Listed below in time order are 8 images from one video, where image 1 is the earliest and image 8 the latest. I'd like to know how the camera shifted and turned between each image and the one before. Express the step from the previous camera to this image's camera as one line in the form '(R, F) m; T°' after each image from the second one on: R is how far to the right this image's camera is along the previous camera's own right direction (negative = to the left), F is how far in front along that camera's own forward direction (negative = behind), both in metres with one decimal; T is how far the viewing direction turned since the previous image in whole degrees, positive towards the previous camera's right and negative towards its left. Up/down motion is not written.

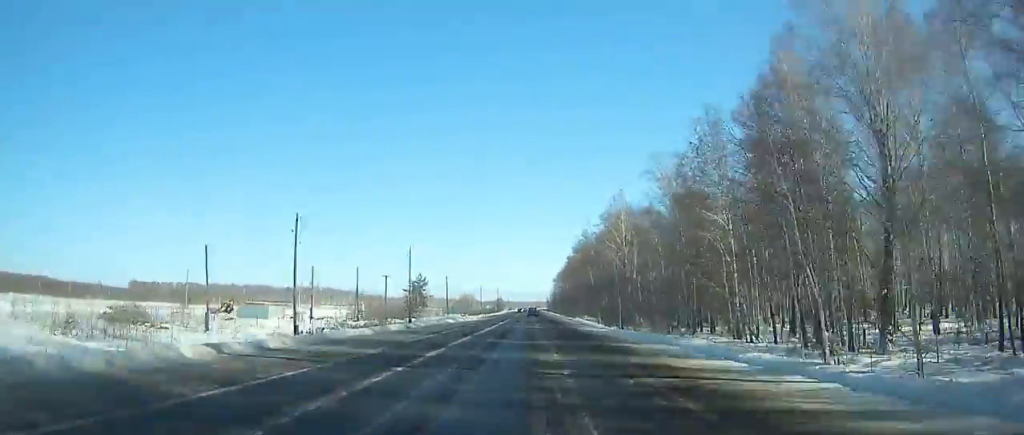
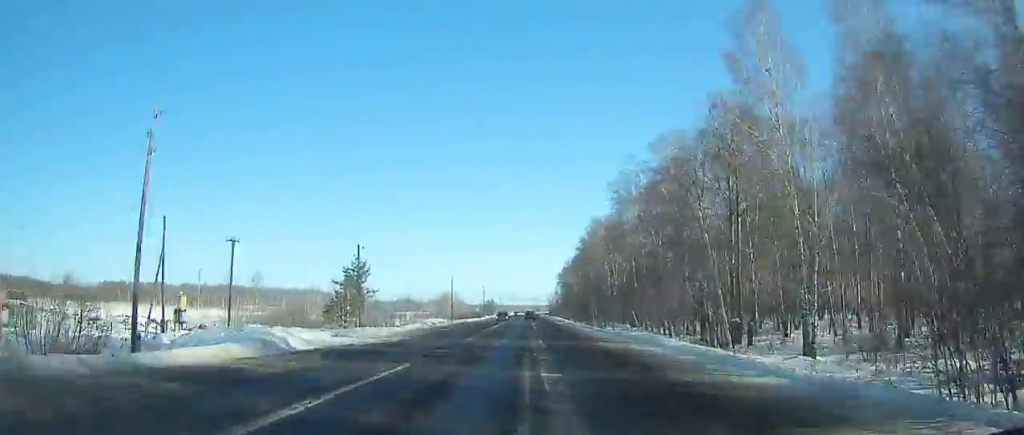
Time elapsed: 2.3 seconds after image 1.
(+0.5, +55.3) m; +1°
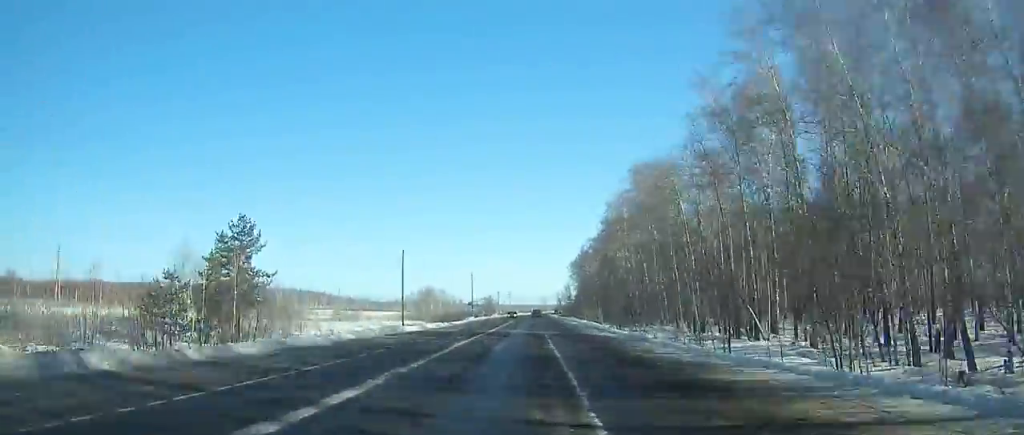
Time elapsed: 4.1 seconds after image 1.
(0.0, +43.7) m; 0°
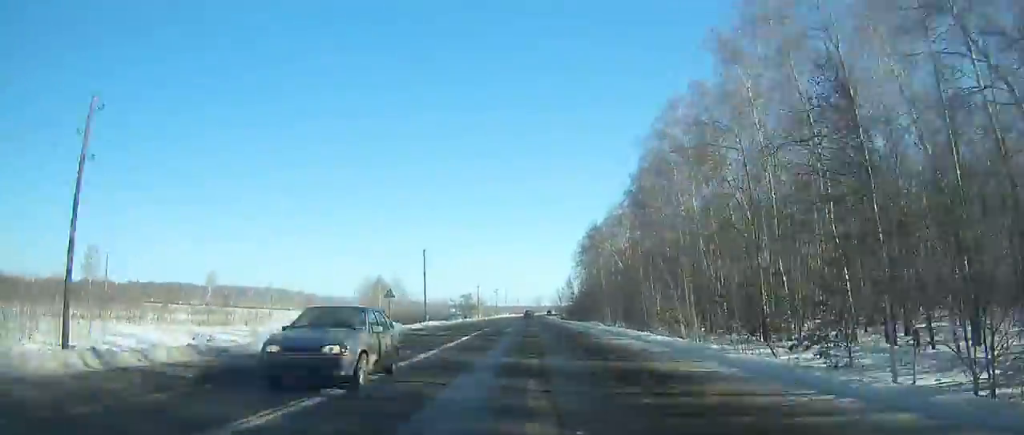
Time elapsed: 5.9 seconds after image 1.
(+0.2, +44.5) m; 0°
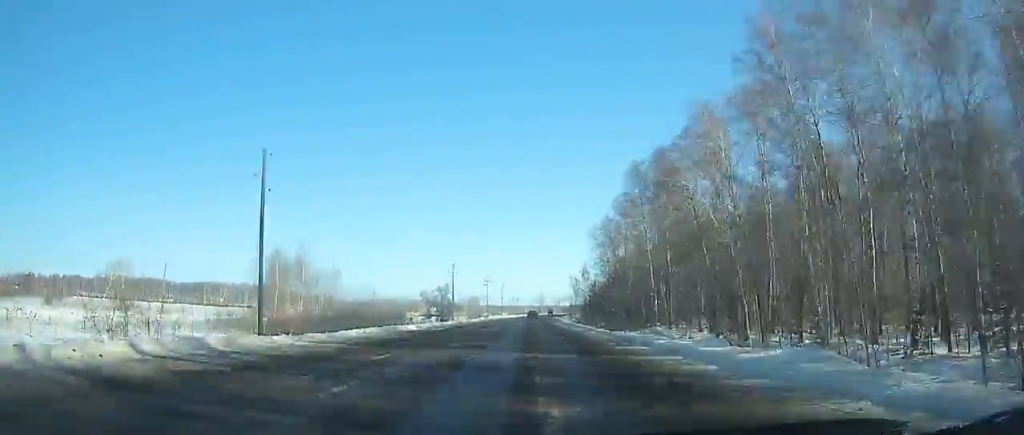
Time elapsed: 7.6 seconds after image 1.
(+0.2, +42.2) m; 0°
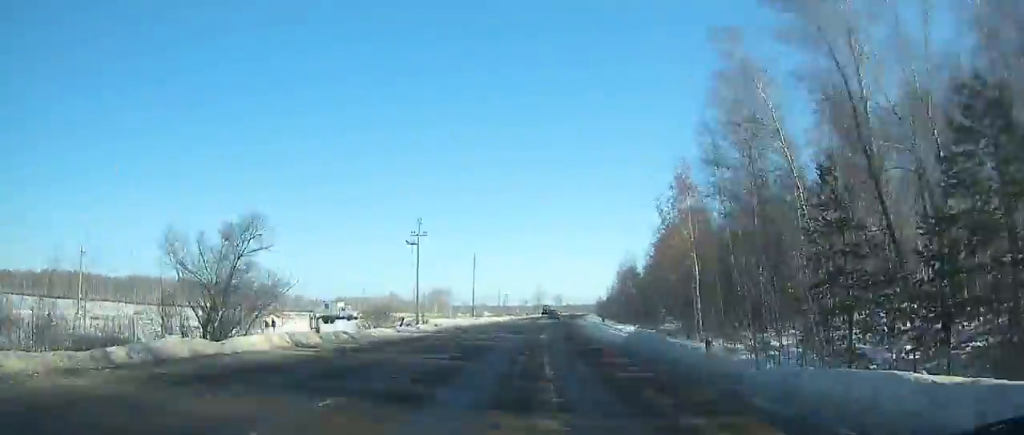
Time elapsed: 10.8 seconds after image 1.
(0.0, +80.0) m; +1°
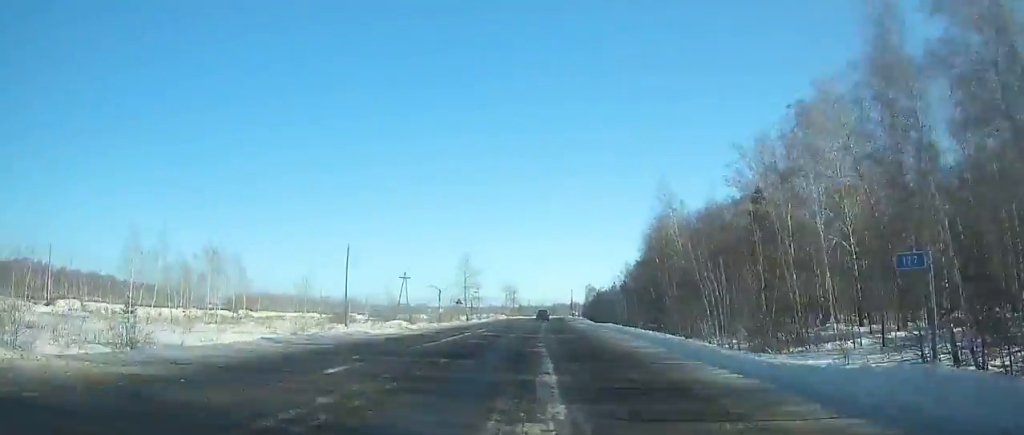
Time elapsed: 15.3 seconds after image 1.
(+4.2, +111.3) m; +4°
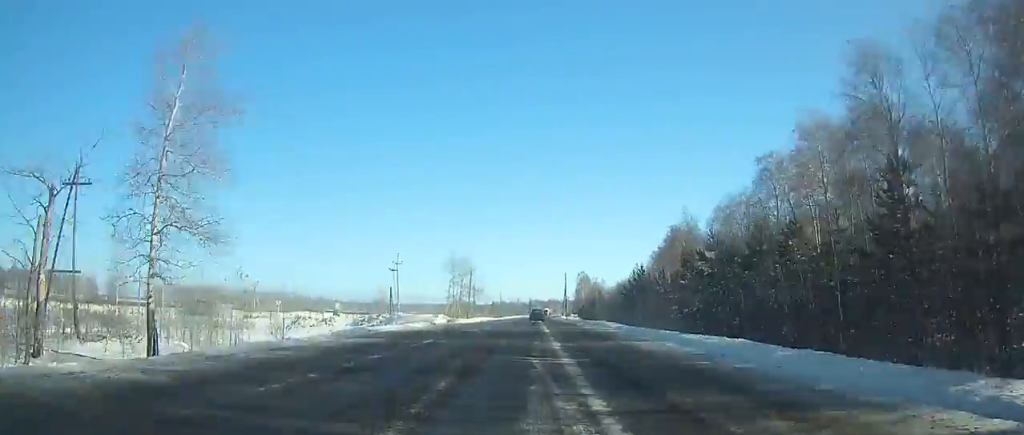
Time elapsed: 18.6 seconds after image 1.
(+1.5, +80.0) m; +2°
